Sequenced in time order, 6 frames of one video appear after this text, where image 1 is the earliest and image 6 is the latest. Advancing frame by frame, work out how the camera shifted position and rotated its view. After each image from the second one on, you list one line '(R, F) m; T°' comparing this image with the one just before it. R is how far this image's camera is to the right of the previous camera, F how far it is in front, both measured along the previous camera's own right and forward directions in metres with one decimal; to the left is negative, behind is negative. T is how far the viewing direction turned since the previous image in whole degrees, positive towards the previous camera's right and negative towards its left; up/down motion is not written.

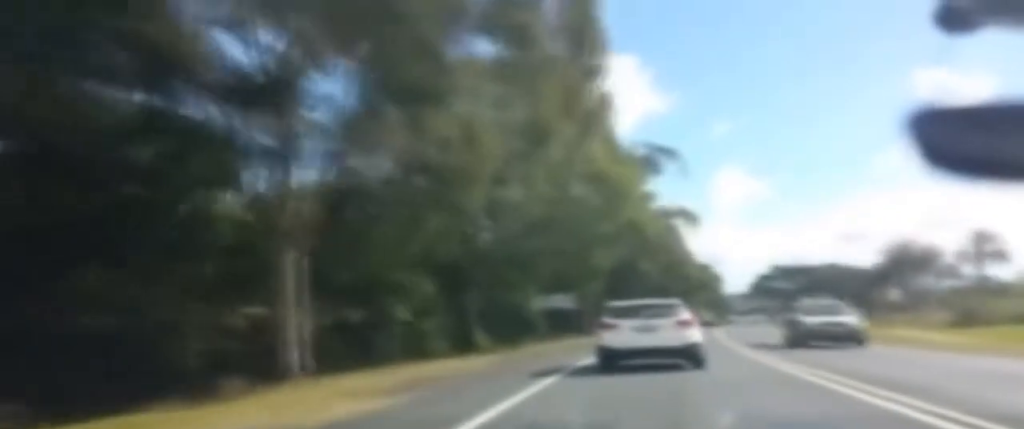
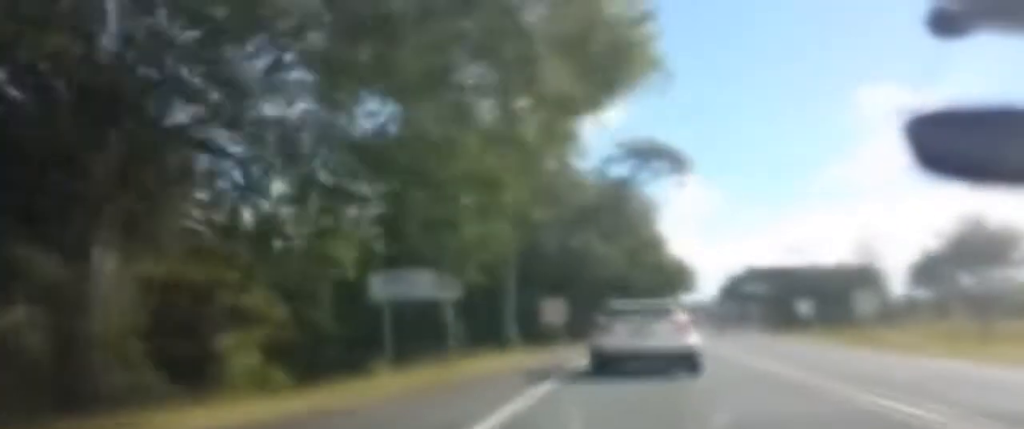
(+0.6, +25.4) m; +5°
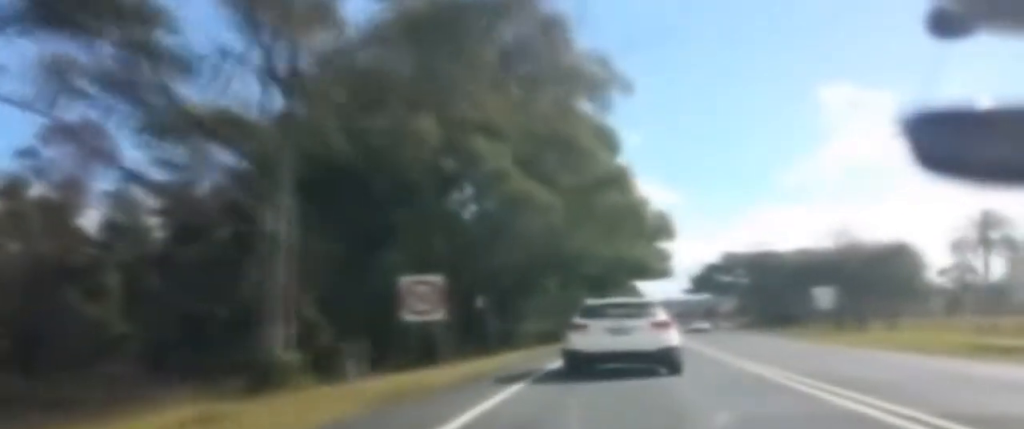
(+0.2, +23.8) m; +2°
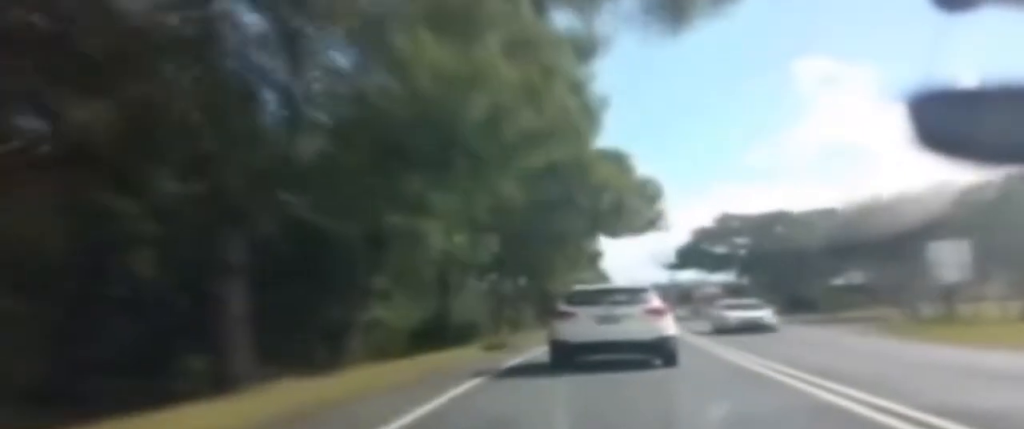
(+0.4, +25.2) m; +2°
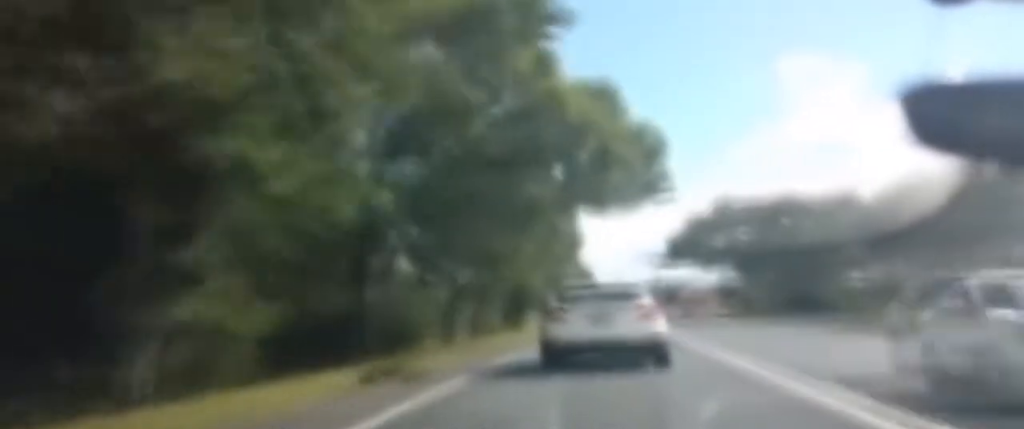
(+0.1, +11.2) m; +1°
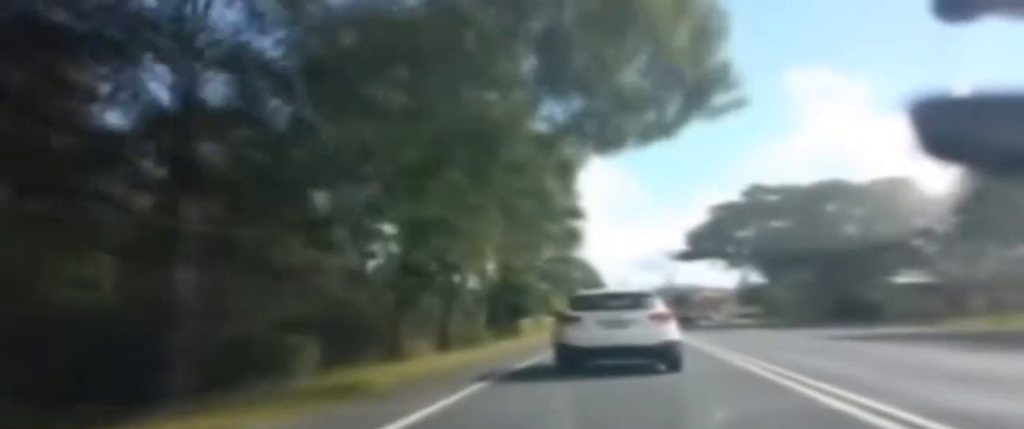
(+0.3, +13.0) m; 0°
